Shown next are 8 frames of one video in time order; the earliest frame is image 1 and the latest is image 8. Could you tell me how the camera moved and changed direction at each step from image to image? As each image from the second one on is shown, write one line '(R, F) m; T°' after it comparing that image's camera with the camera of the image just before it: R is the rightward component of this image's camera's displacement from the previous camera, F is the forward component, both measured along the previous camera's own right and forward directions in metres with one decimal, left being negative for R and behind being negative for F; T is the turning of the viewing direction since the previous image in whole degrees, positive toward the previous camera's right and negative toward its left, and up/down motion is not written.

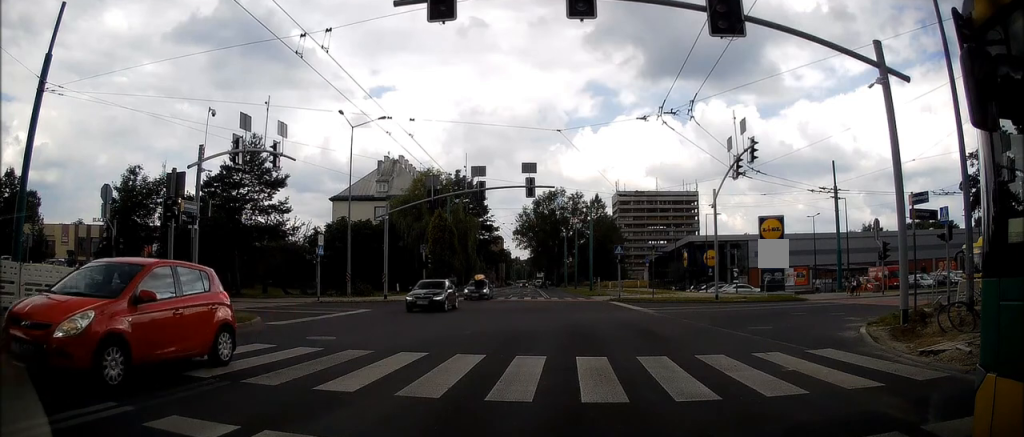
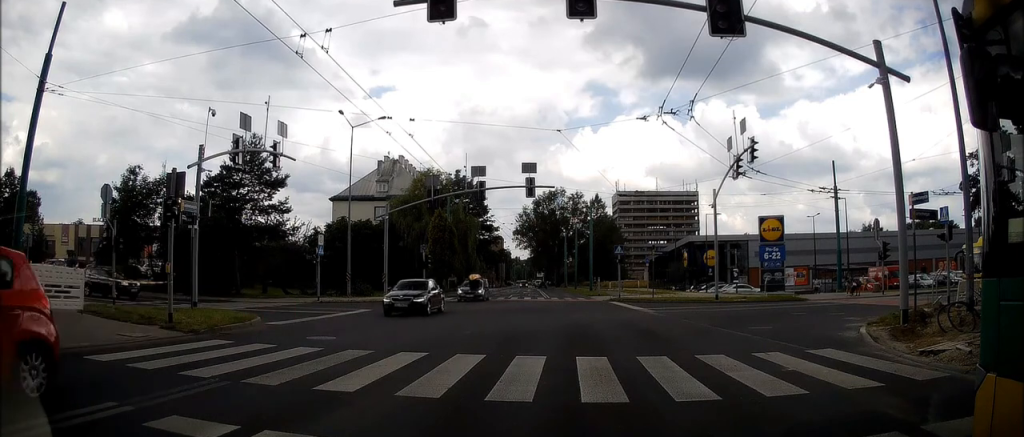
(0.0, 0.0) m; 0°
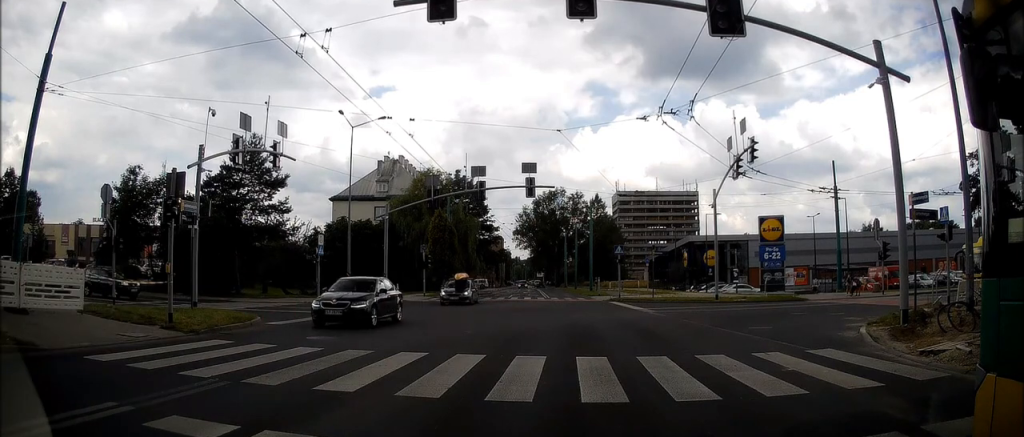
(0.0, 0.0) m; 0°
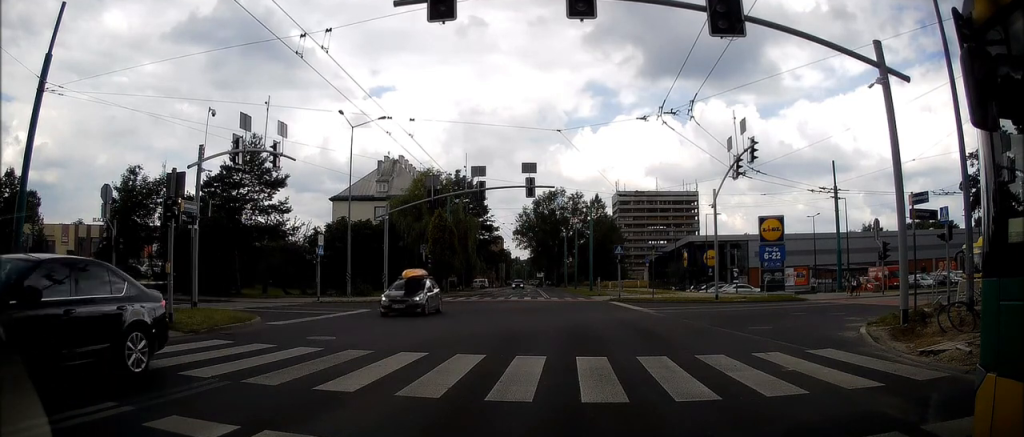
(0.0, 0.0) m; 0°
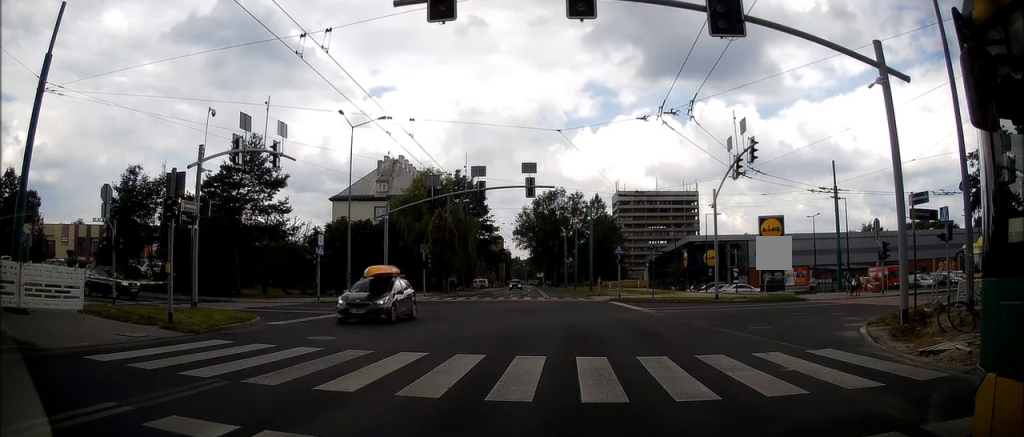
(0.0, 0.0) m; 0°
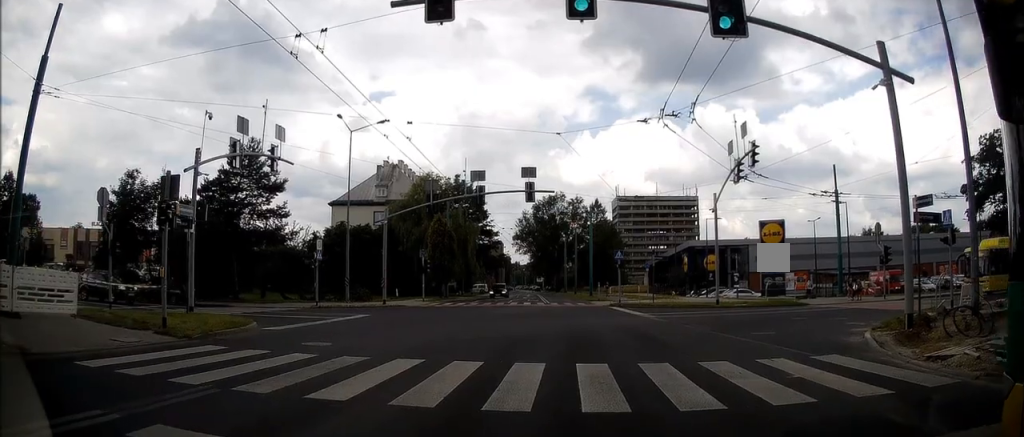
(0.0, 0.0) m; 0°
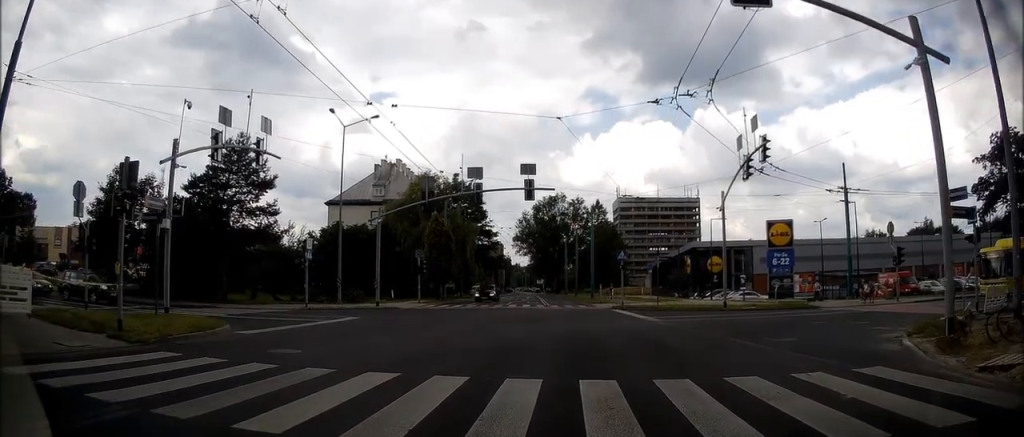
(0.0, +0.8) m; 0°
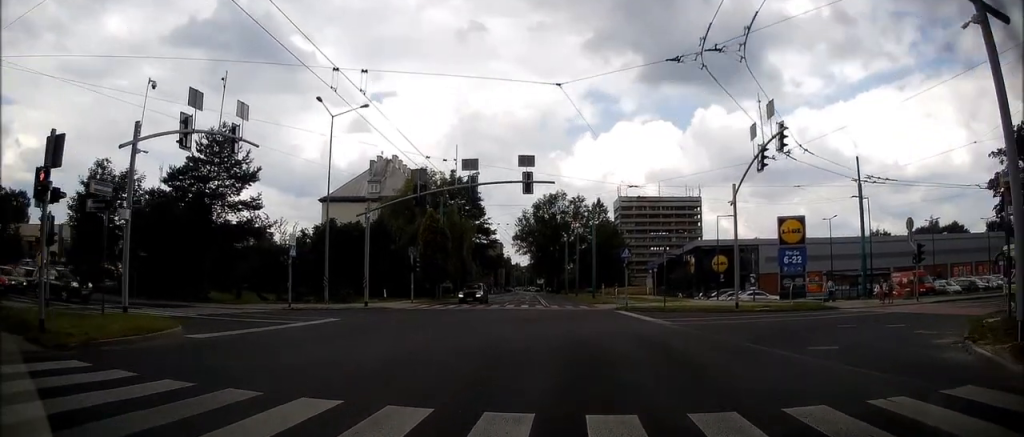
(0.0, +2.1) m; +1°
